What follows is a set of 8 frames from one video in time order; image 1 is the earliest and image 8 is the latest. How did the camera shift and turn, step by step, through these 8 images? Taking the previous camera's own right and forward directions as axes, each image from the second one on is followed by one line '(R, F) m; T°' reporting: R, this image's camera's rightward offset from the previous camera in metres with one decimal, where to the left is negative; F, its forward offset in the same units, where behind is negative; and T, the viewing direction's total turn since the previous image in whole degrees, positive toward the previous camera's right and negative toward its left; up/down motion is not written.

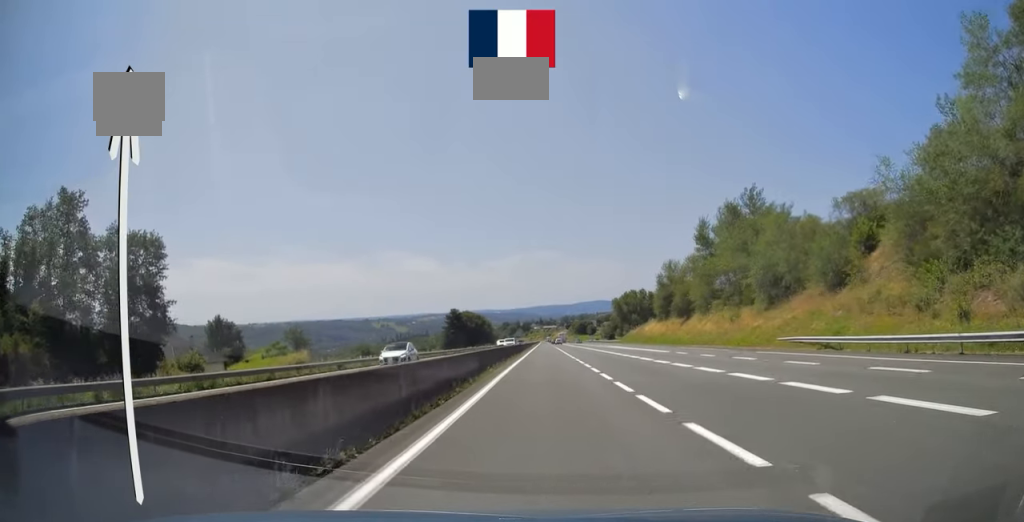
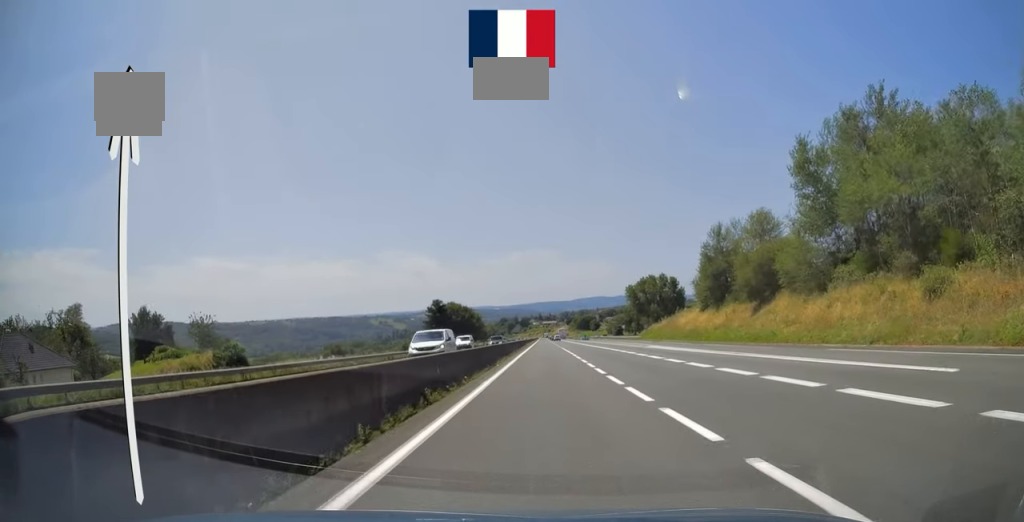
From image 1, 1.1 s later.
(0.0, +33.7) m; 0°
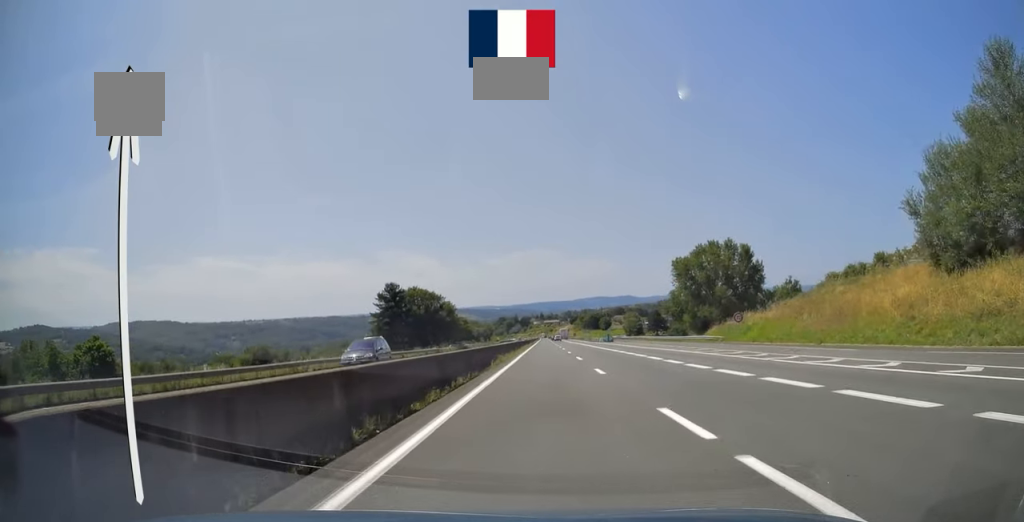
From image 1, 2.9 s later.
(0.0, +56.3) m; 0°
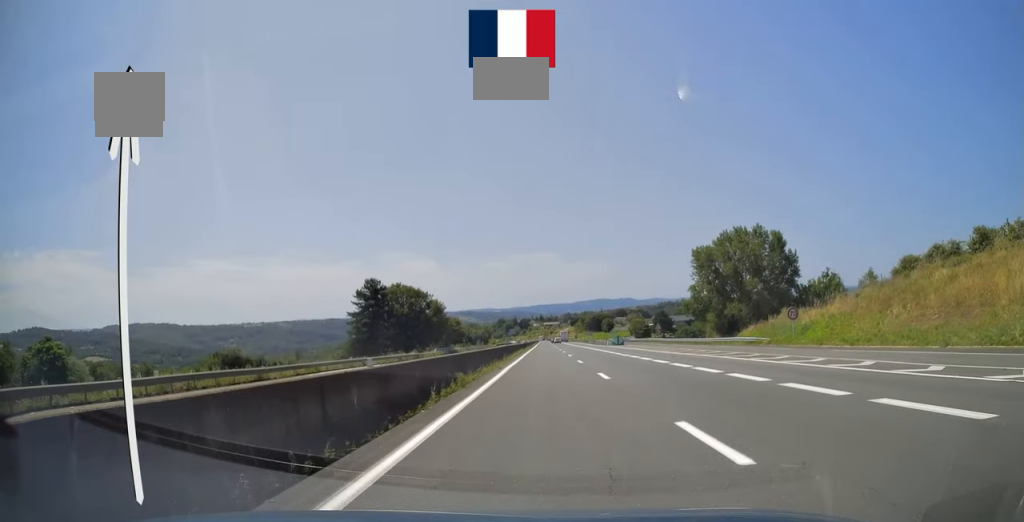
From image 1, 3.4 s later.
(-0.1, +14.4) m; 0°
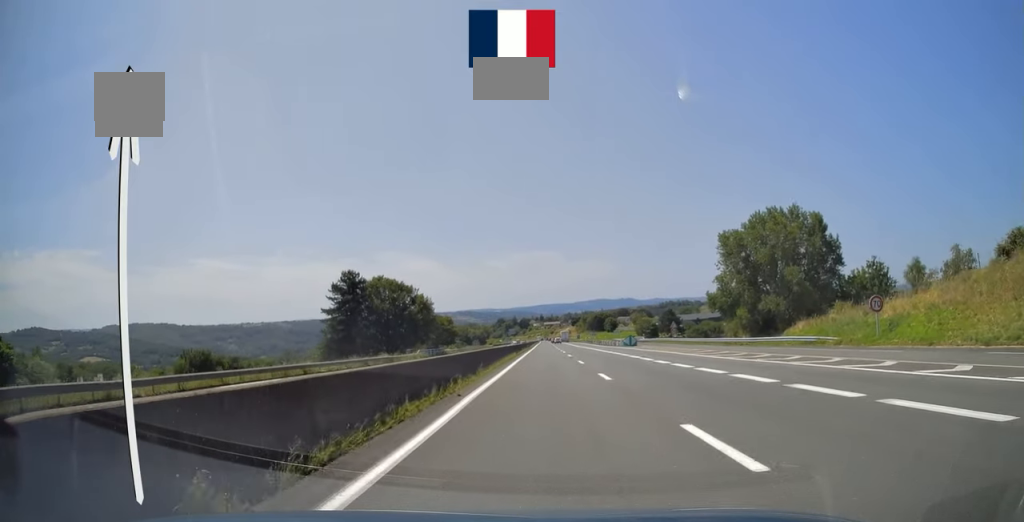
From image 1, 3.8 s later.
(0.0, +13.4) m; 0°
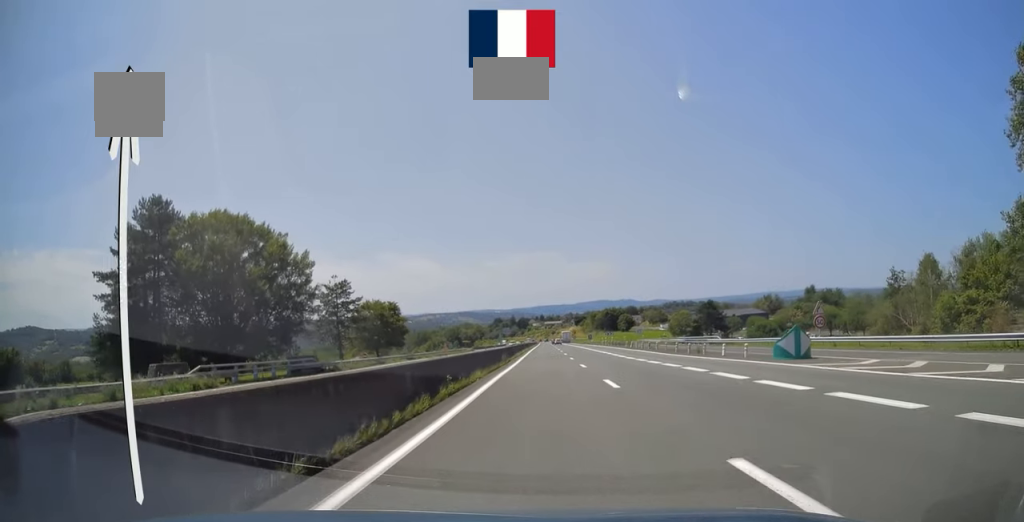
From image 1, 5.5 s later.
(+0.2, +54.2) m; 0°
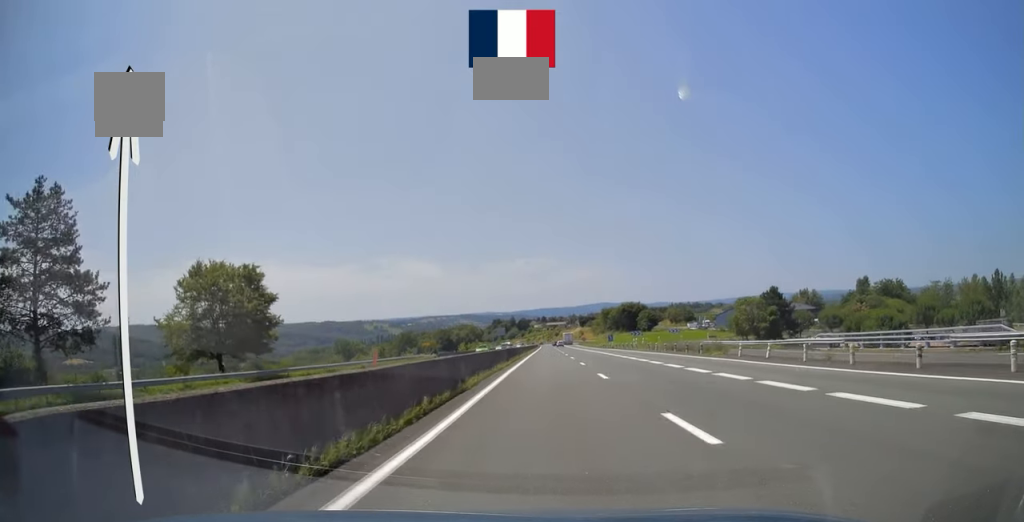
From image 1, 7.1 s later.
(-0.2, +47.6) m; 0°
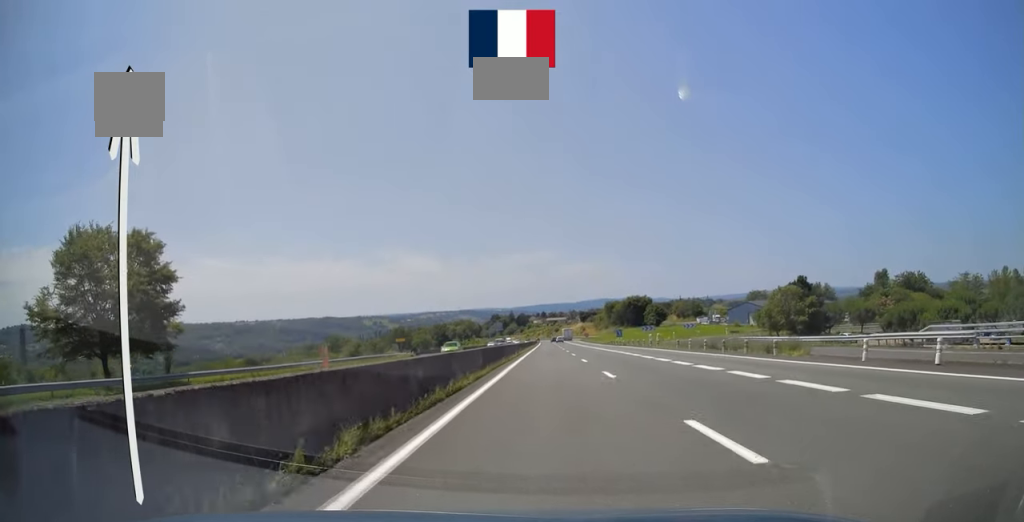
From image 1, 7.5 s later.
(0.0, +14.5) m; 0°
